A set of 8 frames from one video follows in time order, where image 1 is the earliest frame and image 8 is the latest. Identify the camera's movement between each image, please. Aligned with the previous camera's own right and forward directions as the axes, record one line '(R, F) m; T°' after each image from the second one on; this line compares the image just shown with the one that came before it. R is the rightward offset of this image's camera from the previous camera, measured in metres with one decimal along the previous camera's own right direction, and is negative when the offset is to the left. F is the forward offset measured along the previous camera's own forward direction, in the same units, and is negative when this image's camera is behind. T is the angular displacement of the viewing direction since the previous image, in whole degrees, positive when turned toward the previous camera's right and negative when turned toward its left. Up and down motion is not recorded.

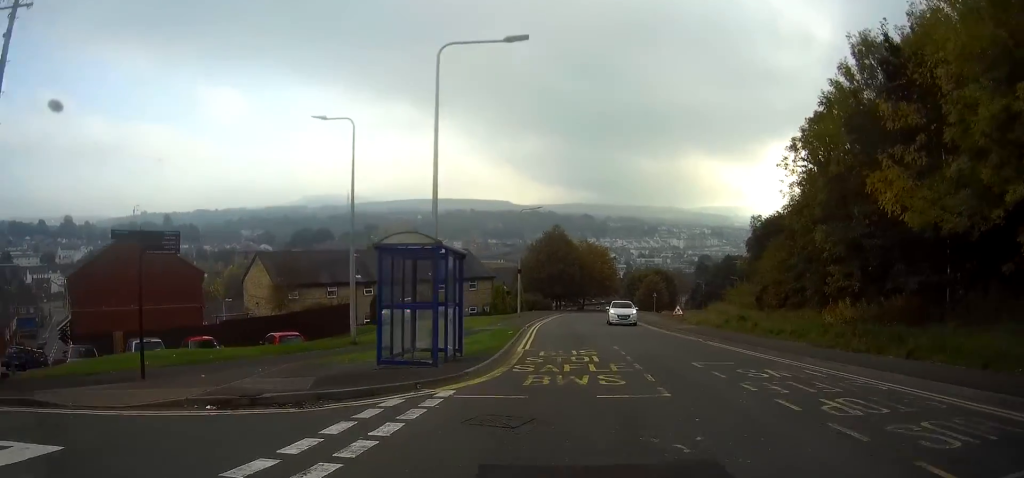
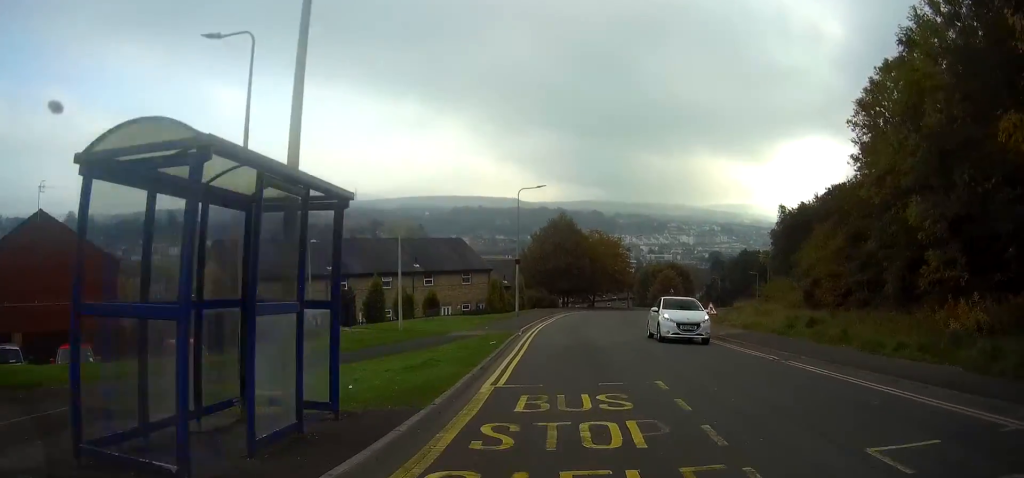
(0.0, +9.1) m; -1°
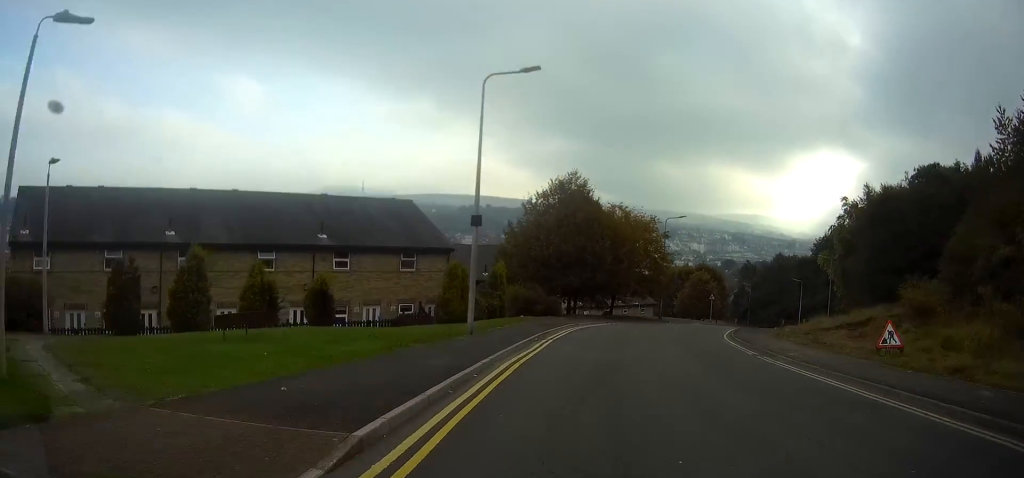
(0.0, +22.9) m; +2°
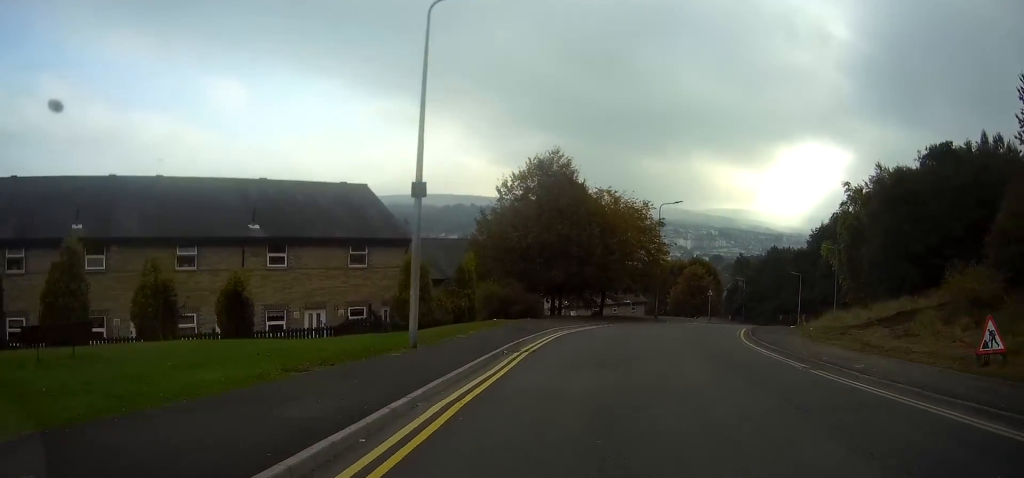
(+0.1, +5.7) m; +2°
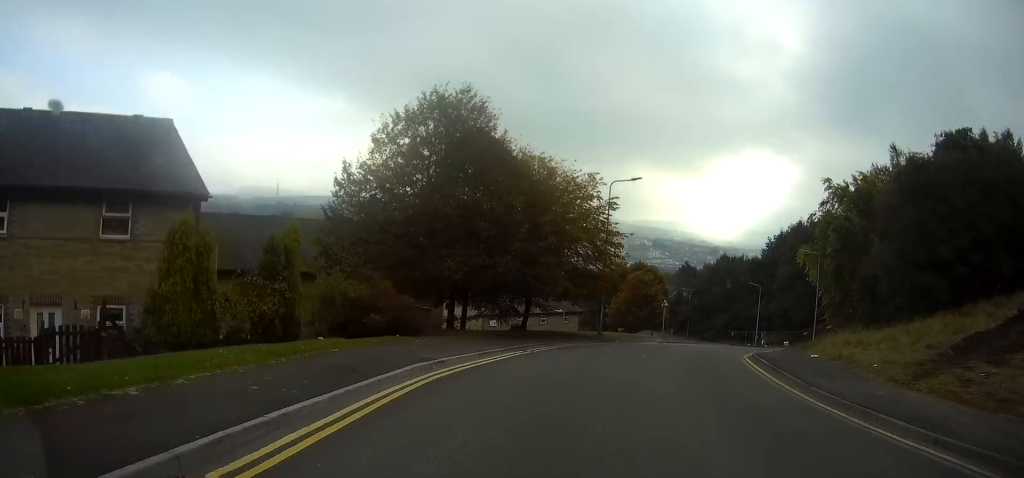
(+0.4, +12.7) m; +6°
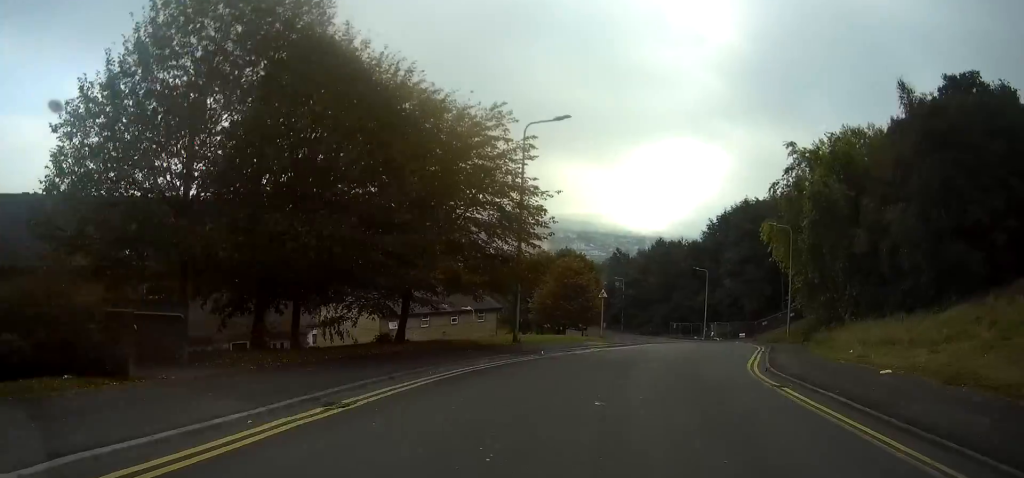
(+0.5, +11.0) m; +6°
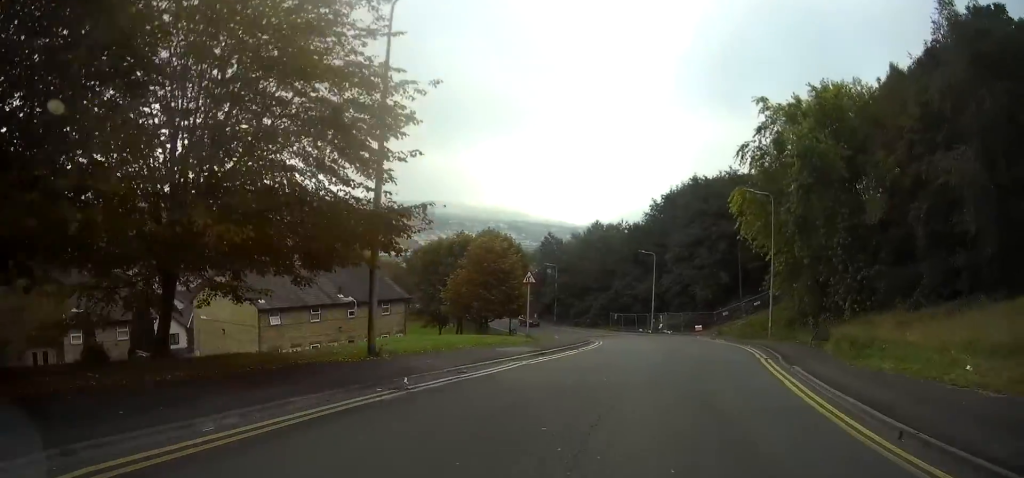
(+0.5, +10.9) m; +4°
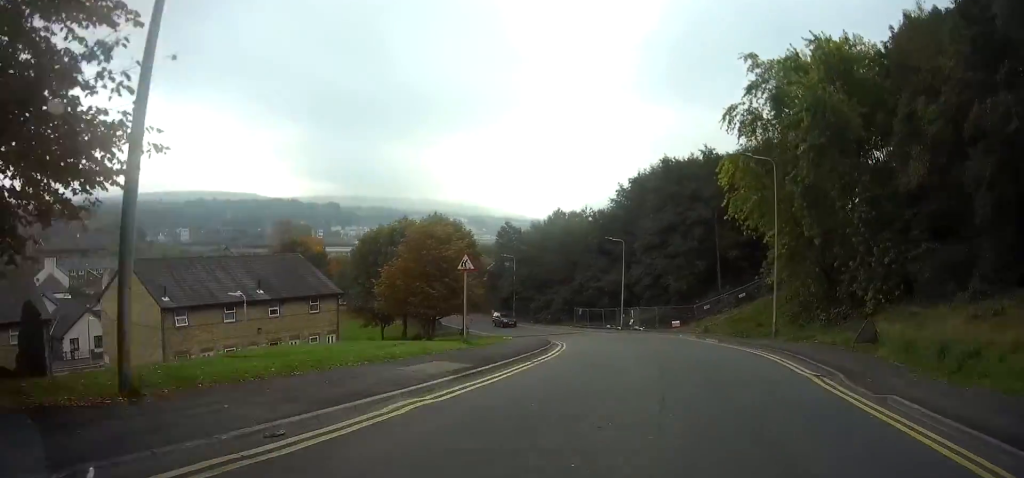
(+0.3, +7.7) m; +2°
